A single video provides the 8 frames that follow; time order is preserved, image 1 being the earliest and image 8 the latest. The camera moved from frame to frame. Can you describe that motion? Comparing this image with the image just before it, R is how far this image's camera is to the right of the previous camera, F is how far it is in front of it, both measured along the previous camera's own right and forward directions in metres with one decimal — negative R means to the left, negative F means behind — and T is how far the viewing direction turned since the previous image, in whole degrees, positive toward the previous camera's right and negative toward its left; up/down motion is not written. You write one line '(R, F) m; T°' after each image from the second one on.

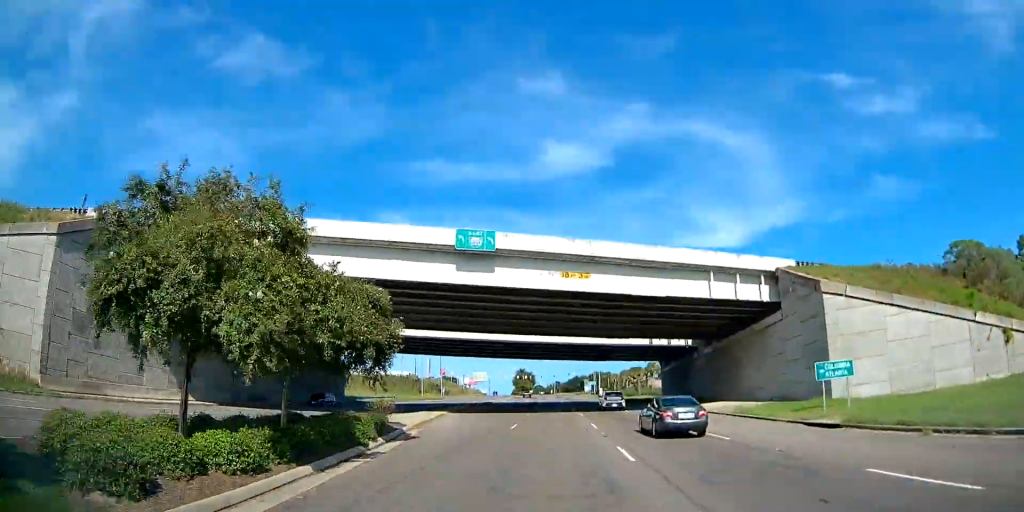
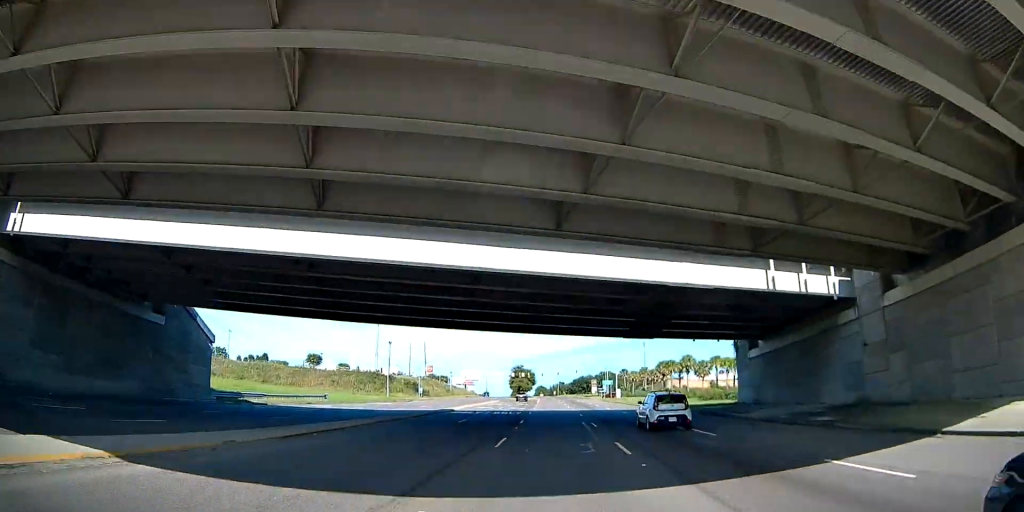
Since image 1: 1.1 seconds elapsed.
(-0.1, +32.2) m; -1°
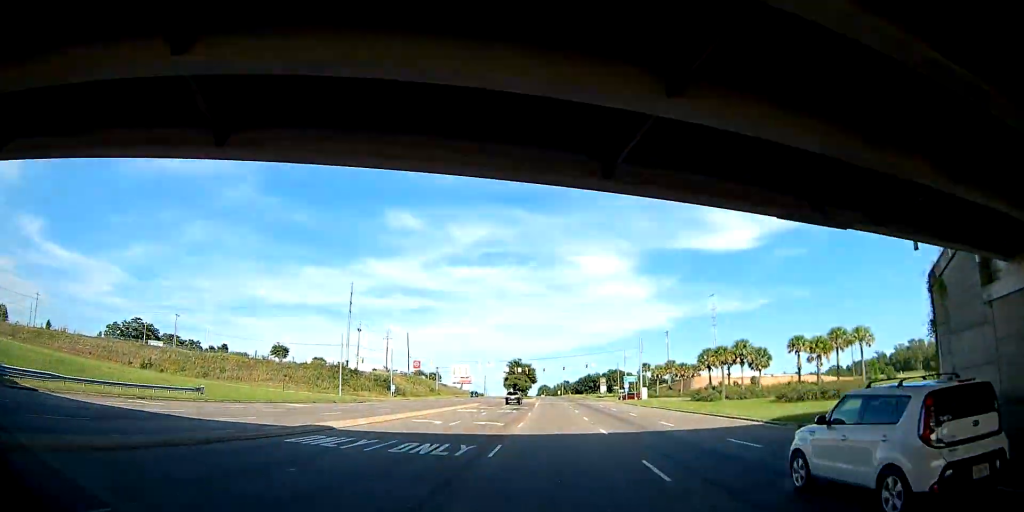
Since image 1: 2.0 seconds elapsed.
(-0.5, +28.0) m; -2°
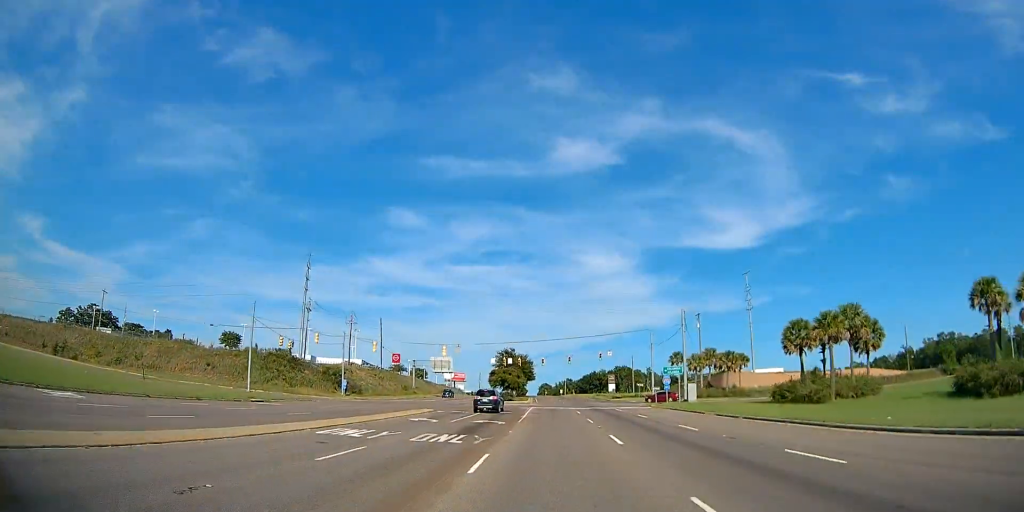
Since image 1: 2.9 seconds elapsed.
(-0.2, +26.9) m; -1°
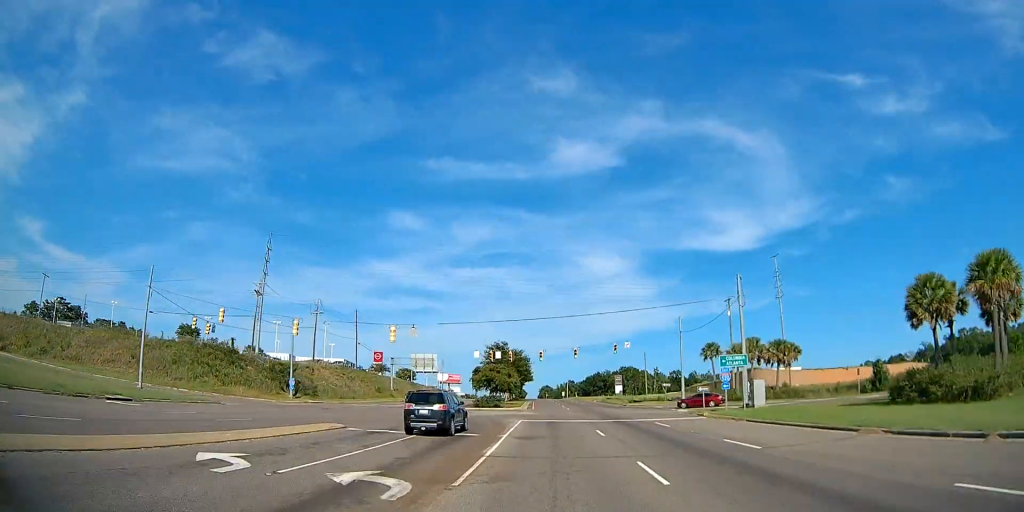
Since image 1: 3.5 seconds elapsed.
(0.0, +18.9) m; 0°
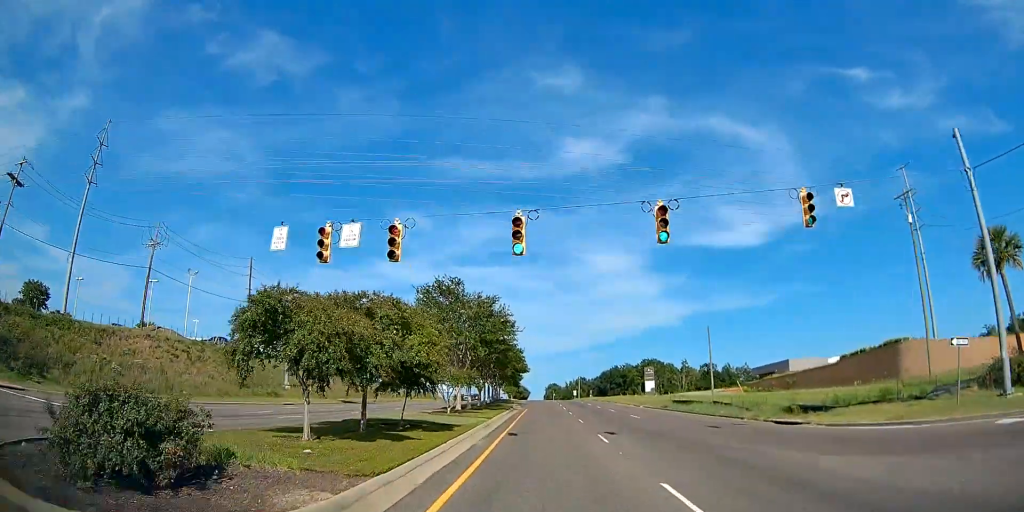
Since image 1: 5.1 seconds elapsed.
(-0.2, +47.7) m; 0°
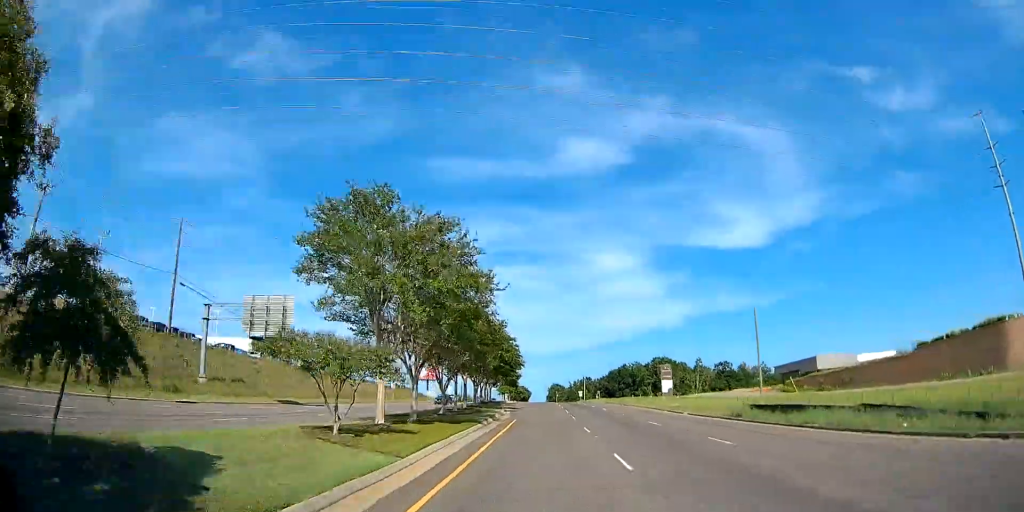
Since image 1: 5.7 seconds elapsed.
(0.0, +17.9) m; 0°
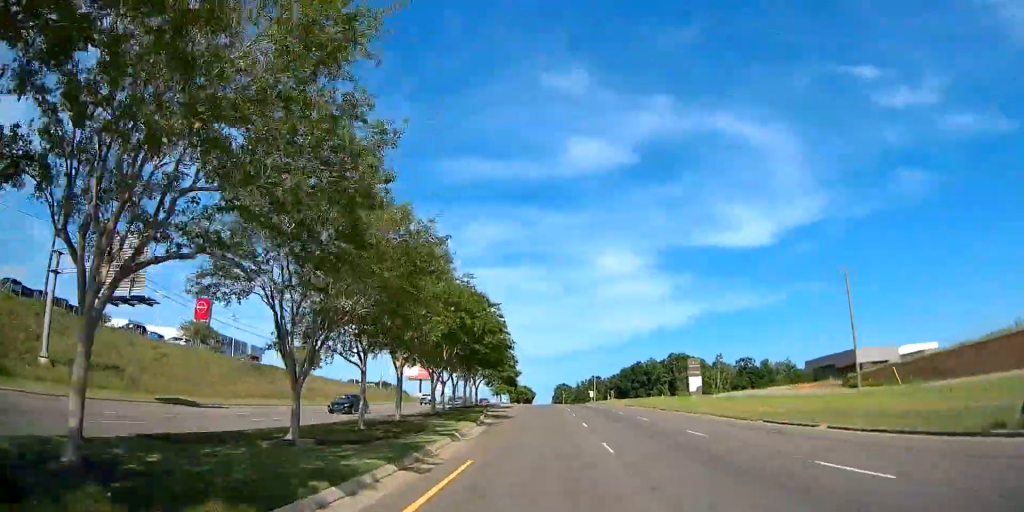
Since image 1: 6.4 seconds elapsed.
(0.0, +19.9) m; 0°
